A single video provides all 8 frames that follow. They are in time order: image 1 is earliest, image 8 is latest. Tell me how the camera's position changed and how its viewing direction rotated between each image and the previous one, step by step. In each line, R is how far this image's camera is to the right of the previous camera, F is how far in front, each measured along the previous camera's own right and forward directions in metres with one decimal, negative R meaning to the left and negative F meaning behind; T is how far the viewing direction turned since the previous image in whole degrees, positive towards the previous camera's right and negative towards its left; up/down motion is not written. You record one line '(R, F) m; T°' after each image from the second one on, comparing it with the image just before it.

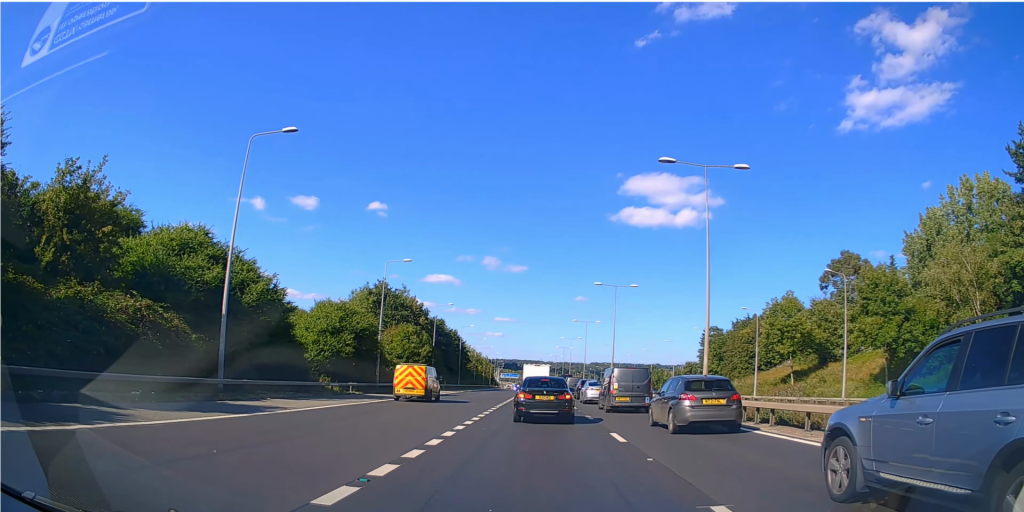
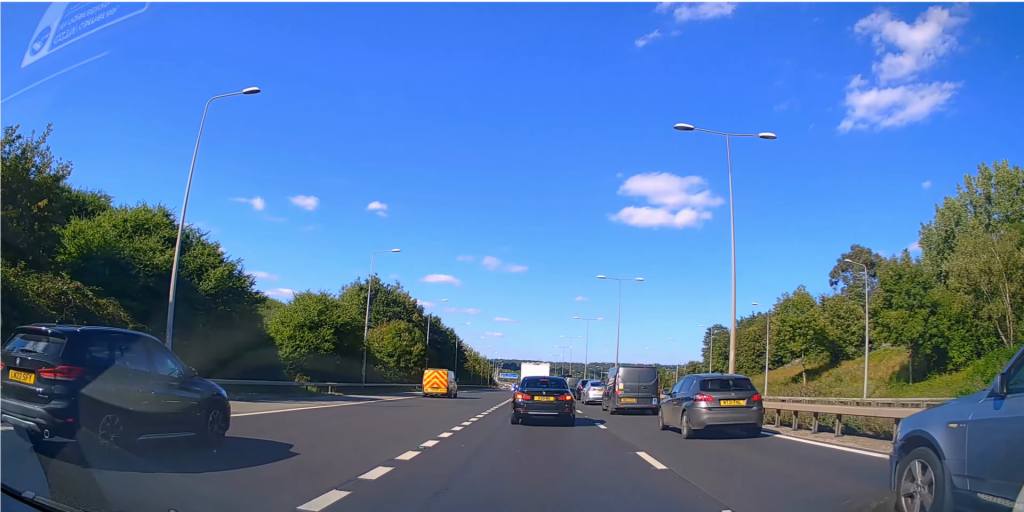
(0.0, +3.7) m; 0°
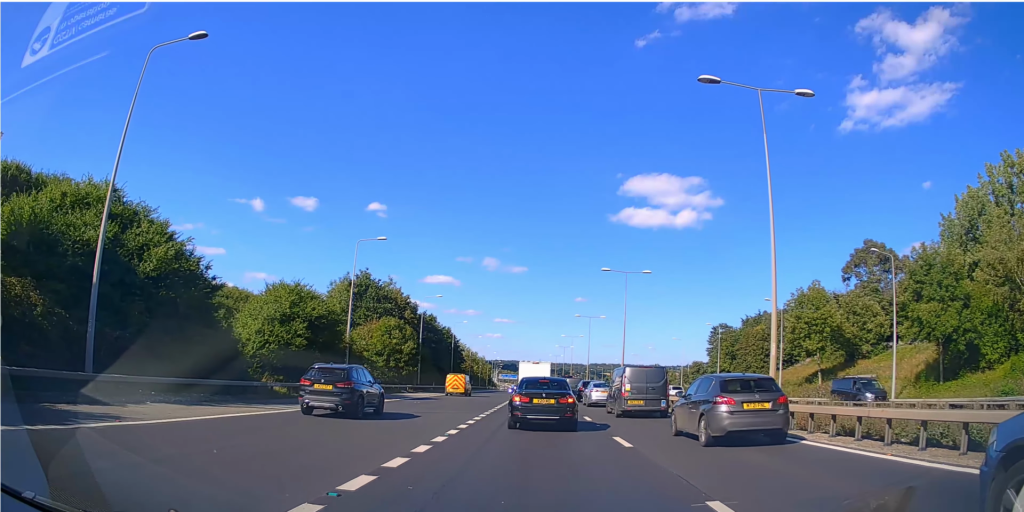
(0.0, +4.6) m; 0°
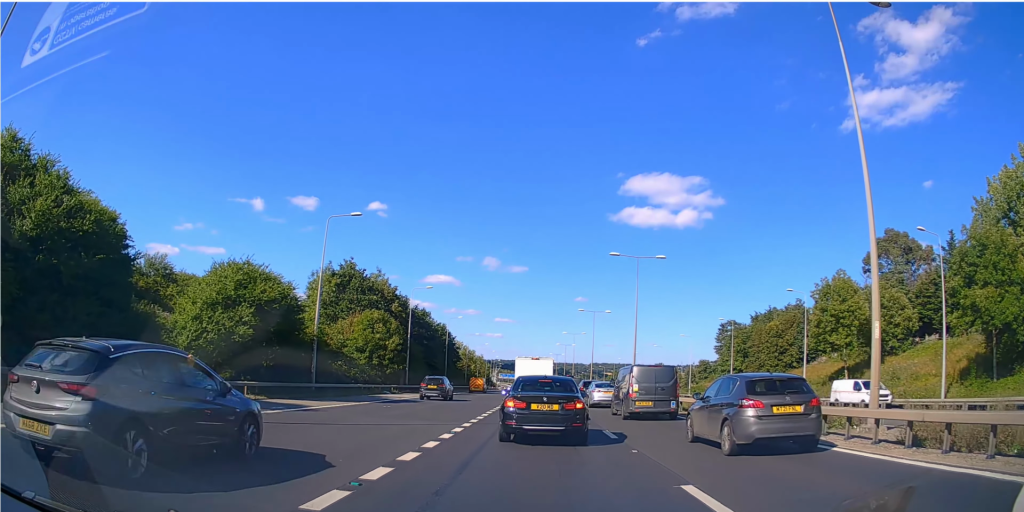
(0.0, +6.6) m; -2°
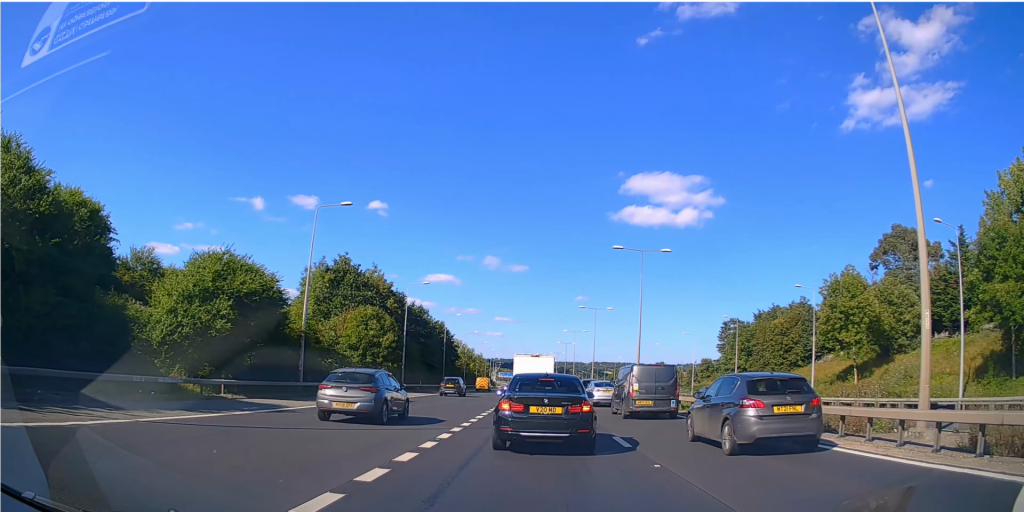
(-0.1, +2.2) m; -1°
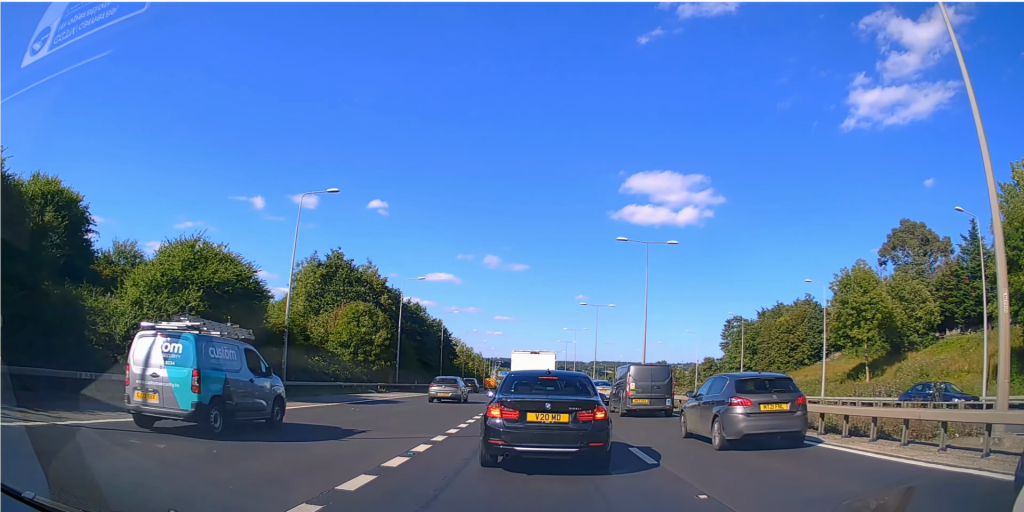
(0.0, +2.4) m; +3°
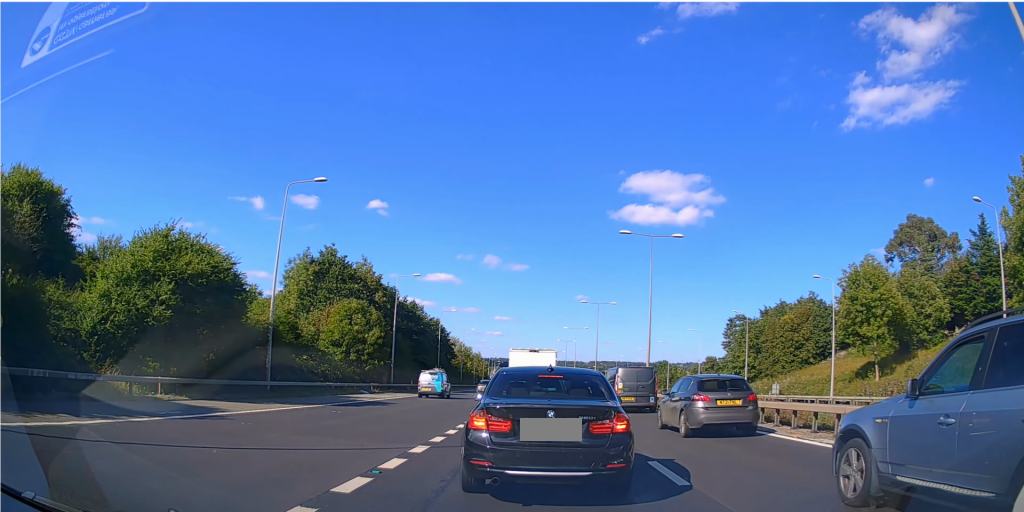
(+0.1, +1.9) m; +1°
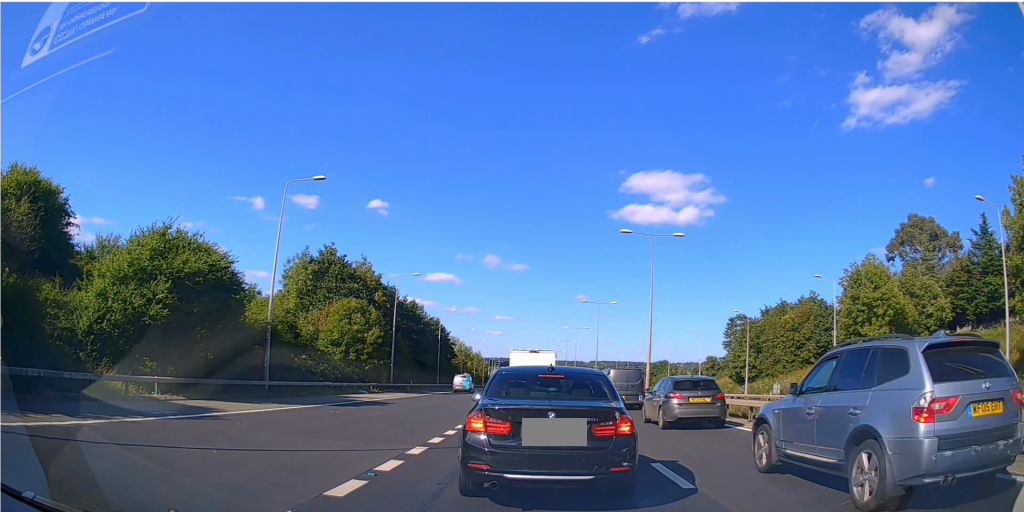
(-0.1, +0.2) m; 0°
